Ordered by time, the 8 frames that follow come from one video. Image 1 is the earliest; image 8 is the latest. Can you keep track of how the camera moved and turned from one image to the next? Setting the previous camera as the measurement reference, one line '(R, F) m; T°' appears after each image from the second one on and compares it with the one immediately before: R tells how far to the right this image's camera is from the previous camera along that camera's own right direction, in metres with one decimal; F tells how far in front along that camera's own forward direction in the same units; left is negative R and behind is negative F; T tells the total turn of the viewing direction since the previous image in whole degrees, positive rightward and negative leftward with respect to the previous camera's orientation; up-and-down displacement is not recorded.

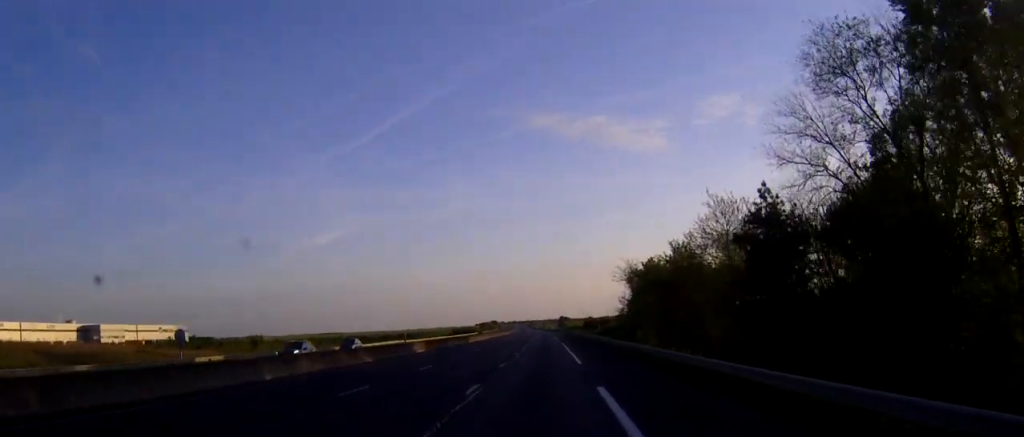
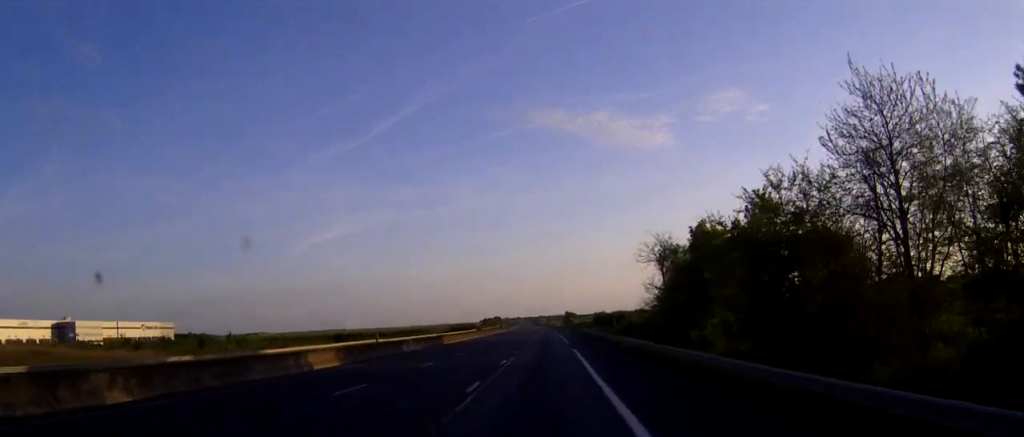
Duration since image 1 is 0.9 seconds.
(-0.1, +26.4) m; 0°
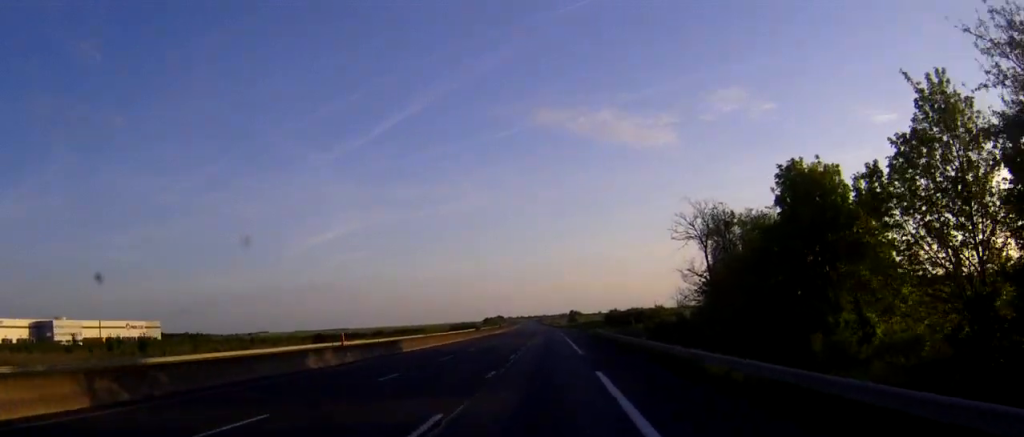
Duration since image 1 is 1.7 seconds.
(0.0, +21.8) m; 0°
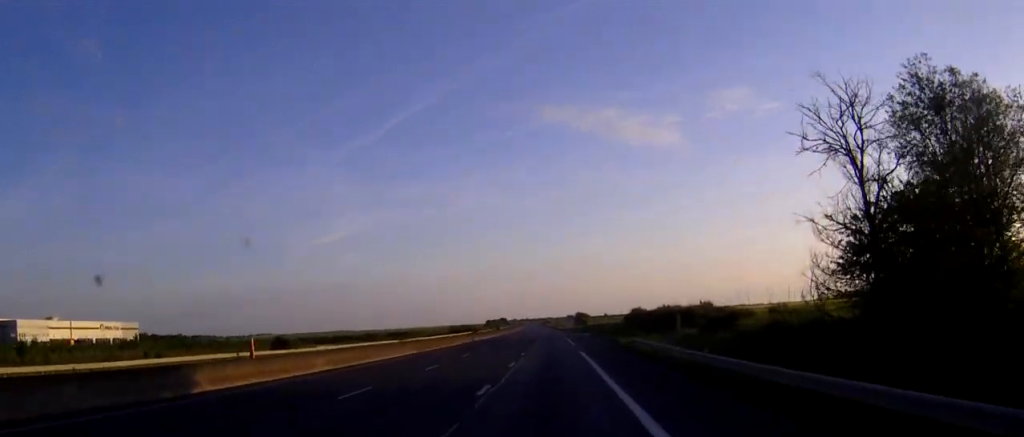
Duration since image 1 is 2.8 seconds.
(-0.1, +31.3) m; 0°
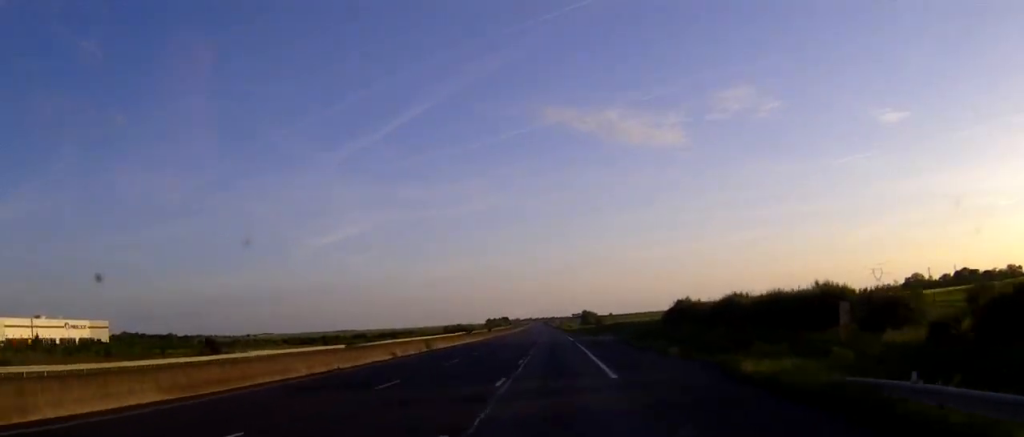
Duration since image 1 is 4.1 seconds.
(-0.1, +36.0) m; 0°
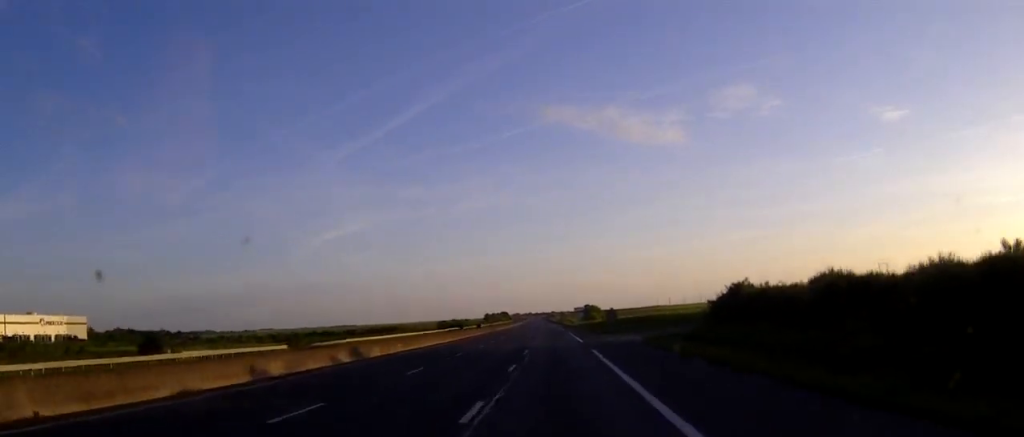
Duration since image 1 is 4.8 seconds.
(0.0, +21.8) m; 0°
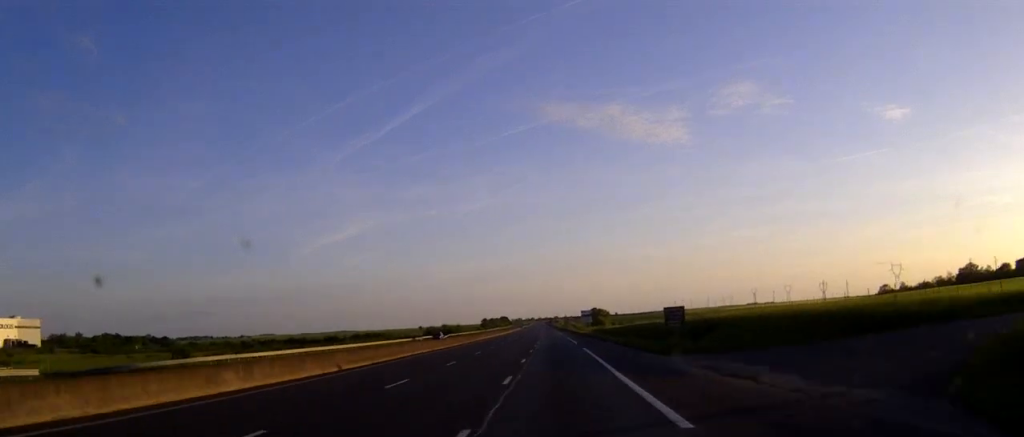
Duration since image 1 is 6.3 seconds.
(-0.1, +42.7) m; 0°
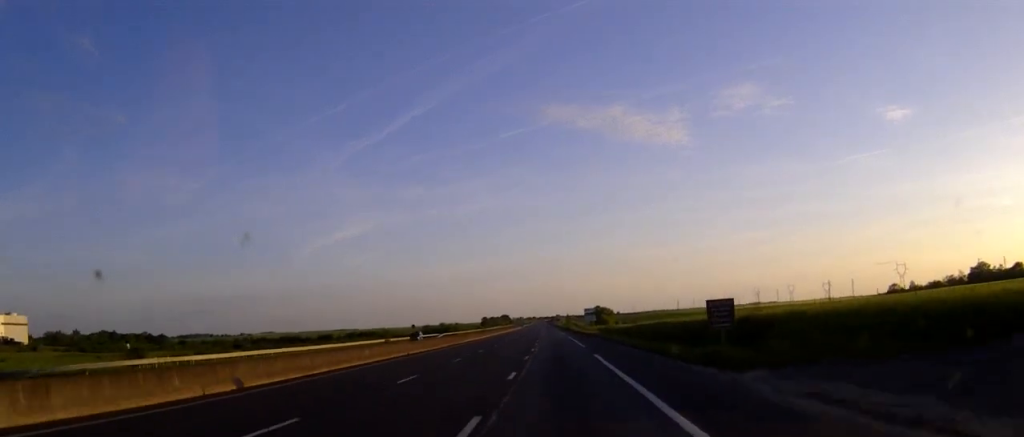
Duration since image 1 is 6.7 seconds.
(0.0, +11.4) m; 0°
